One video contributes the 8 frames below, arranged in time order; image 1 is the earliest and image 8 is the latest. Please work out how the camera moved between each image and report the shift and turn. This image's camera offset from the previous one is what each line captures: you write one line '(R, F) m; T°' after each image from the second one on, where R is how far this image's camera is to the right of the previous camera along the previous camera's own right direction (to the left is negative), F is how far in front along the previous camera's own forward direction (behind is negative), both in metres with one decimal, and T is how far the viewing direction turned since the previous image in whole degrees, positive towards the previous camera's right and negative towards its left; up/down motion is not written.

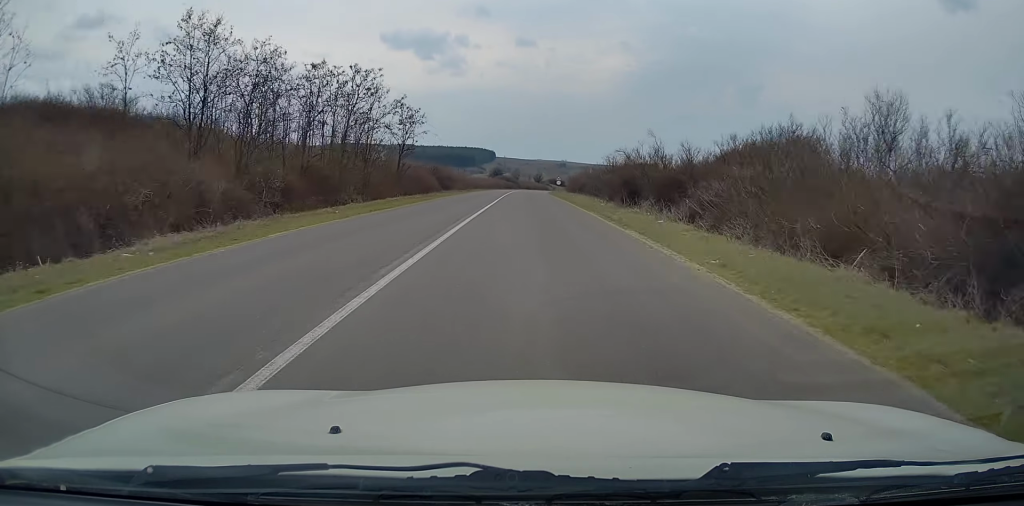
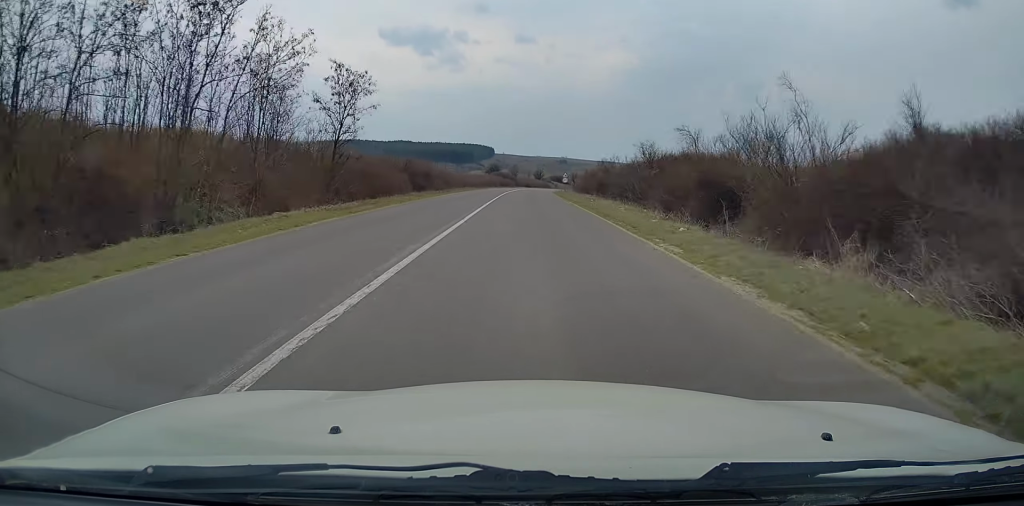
(0.0, +17.1) m; 0°
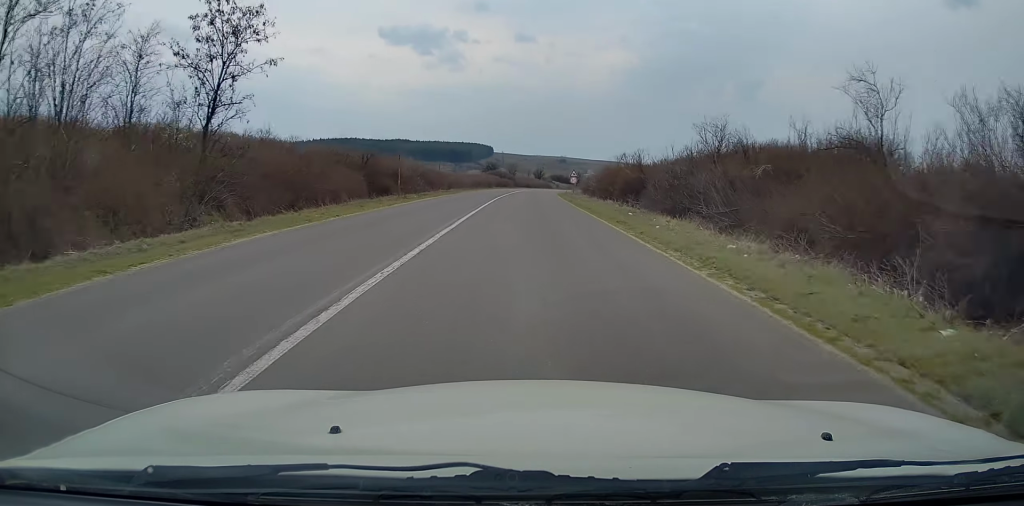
(0.0, +14.2) m; 0°
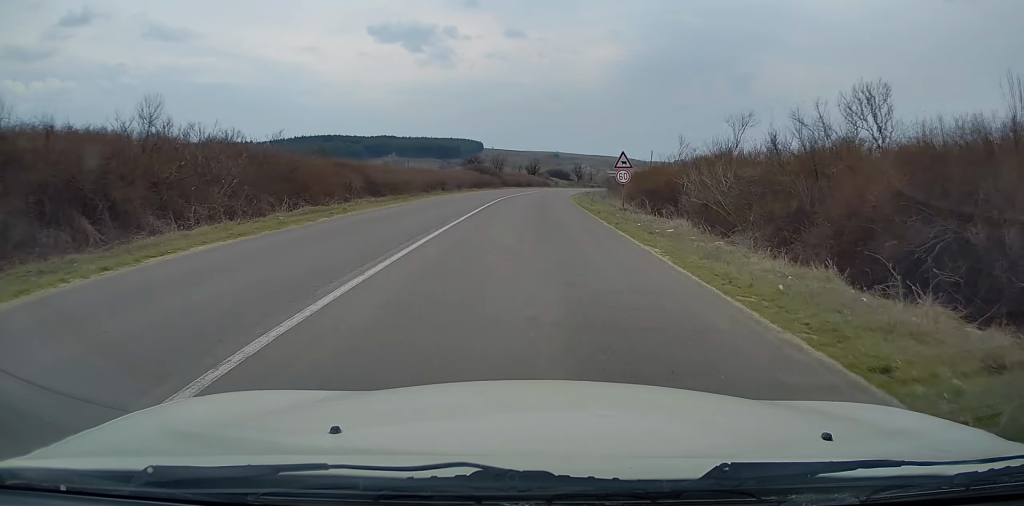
(+0.1, +34.3) m; +1°
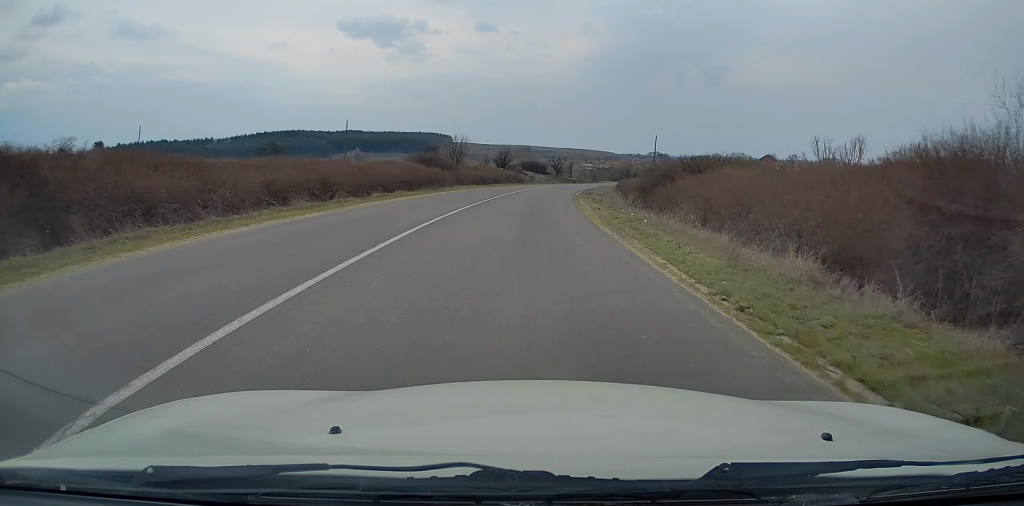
(+0.4, +28.1) m; +2°
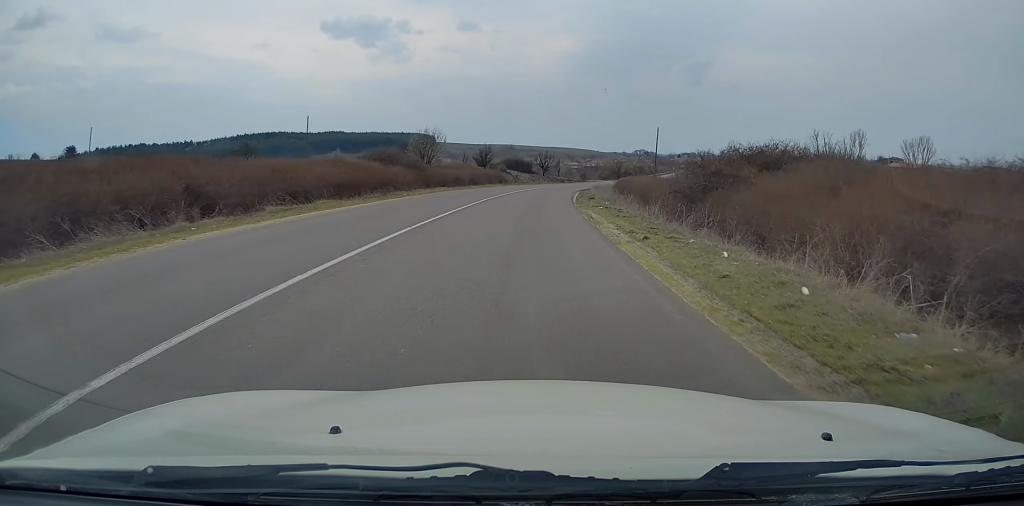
(0.0, +12.1) m; +1°
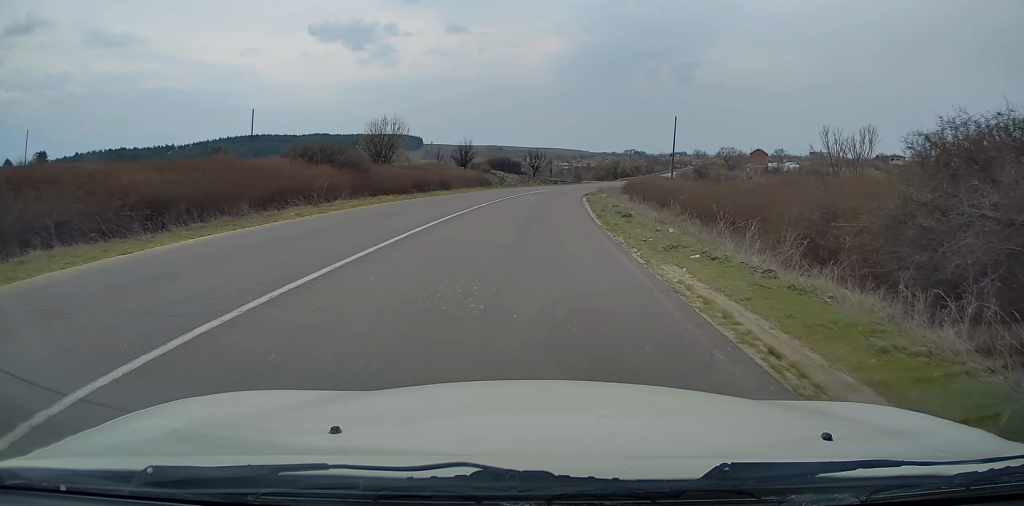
(+0.3, +16.0) m; +2°
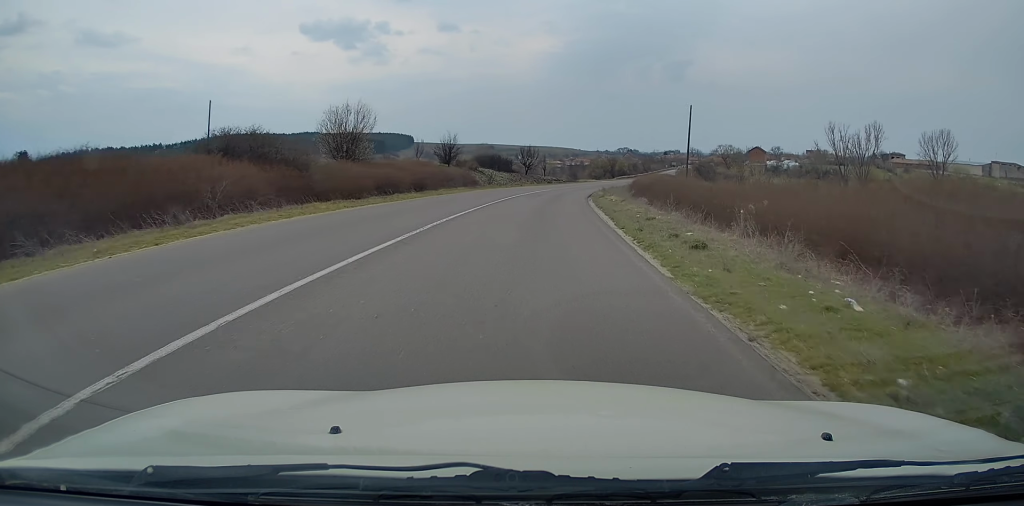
(+0.1, +9.6) m; +1°
